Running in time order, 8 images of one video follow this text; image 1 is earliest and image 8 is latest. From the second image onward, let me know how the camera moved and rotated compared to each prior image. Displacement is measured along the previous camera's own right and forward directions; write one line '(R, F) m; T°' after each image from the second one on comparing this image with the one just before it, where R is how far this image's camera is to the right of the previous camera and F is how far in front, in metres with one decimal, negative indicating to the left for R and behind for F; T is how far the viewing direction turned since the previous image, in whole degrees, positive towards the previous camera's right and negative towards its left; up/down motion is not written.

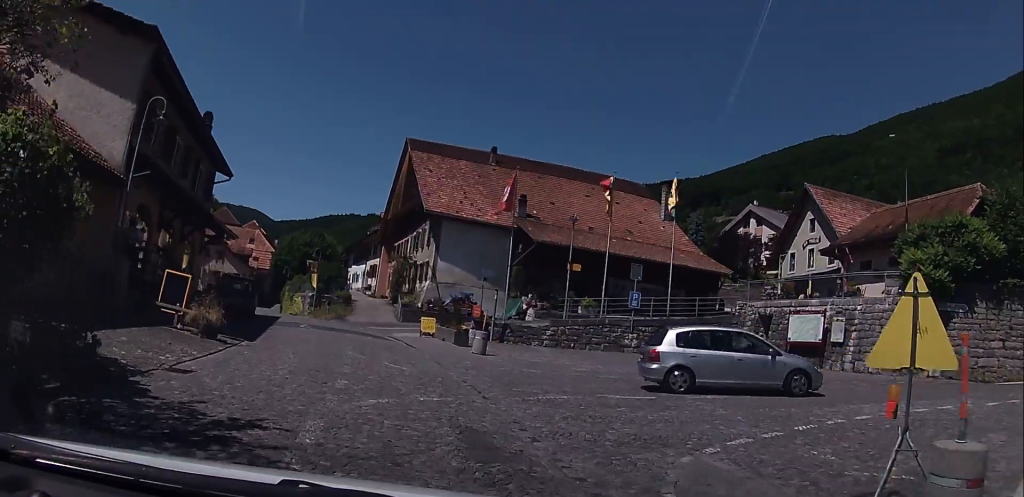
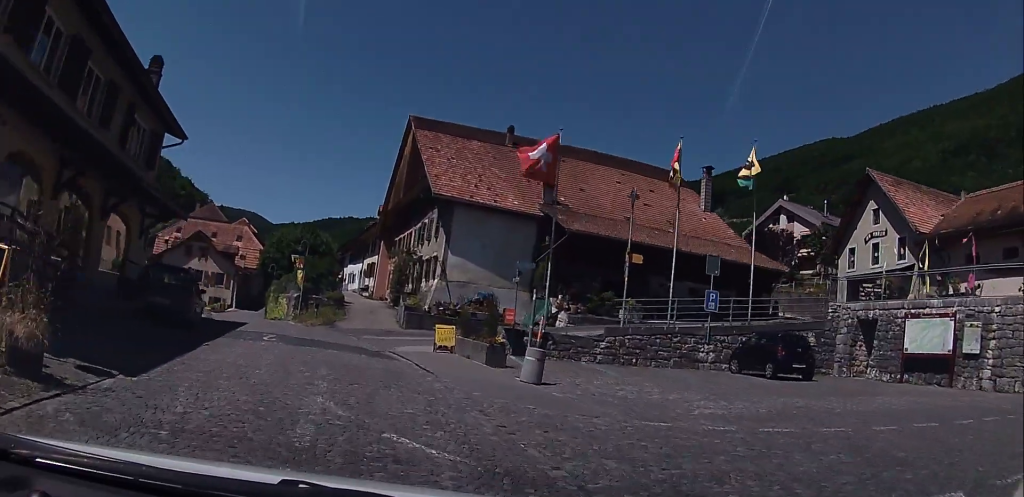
(0.0, +7.7) m; 0°
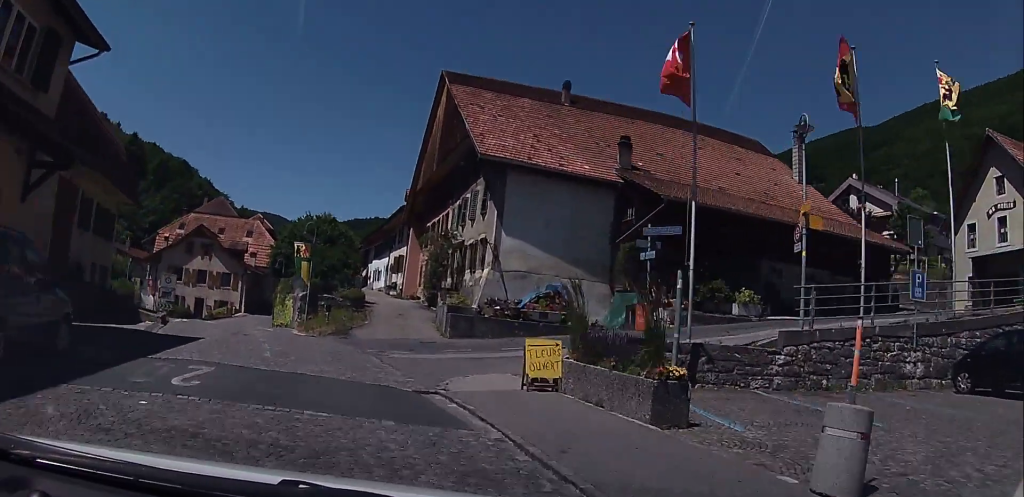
(-0.4, +9.4) m; -7°
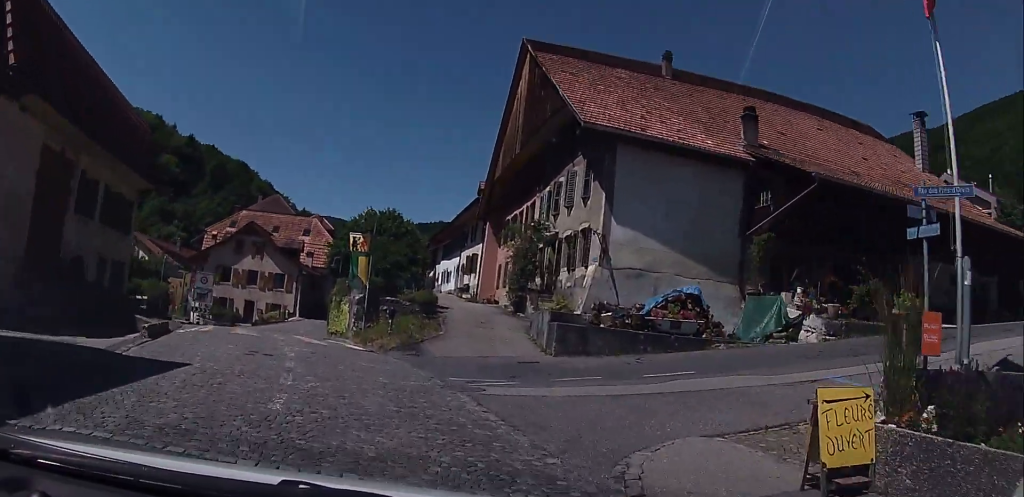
(-0.3, +6.0) m; -4°
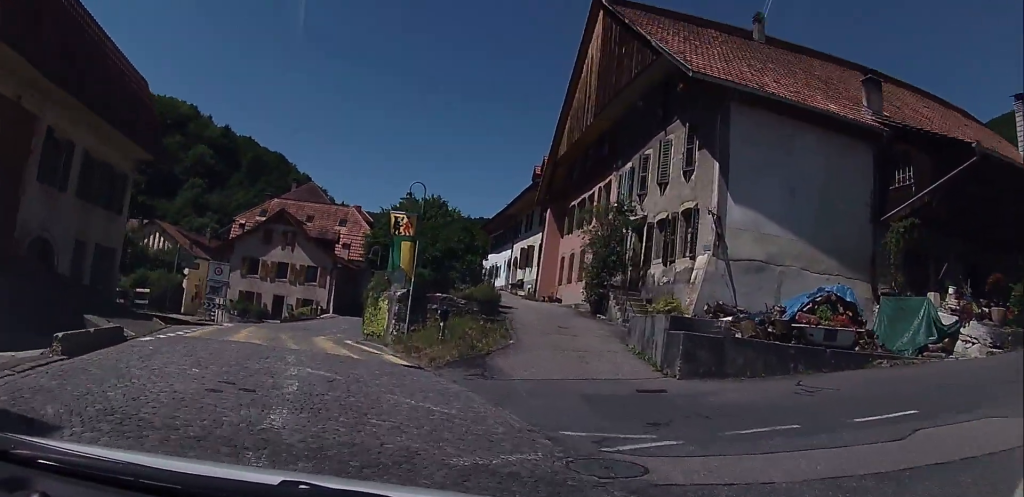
(0.0, +5.2) m; -4°
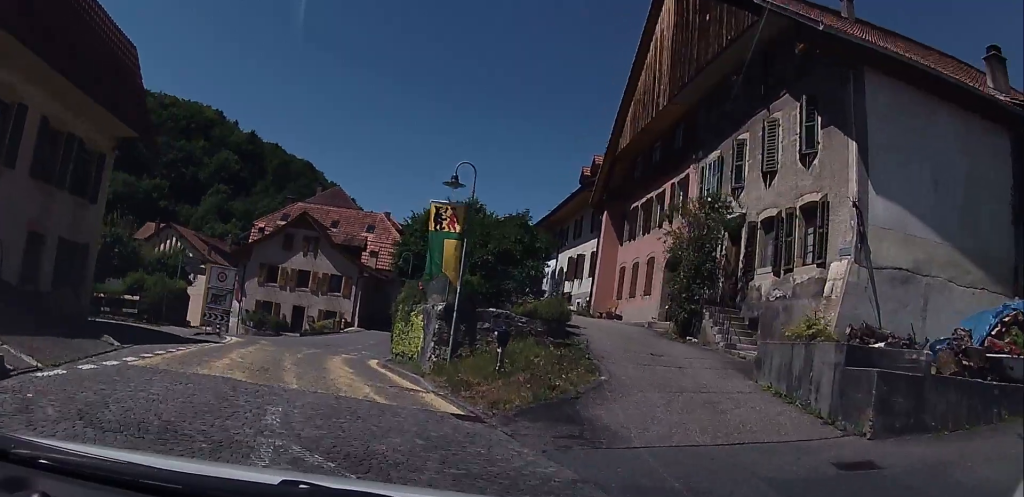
(-0.3, +4.6) m; -4°
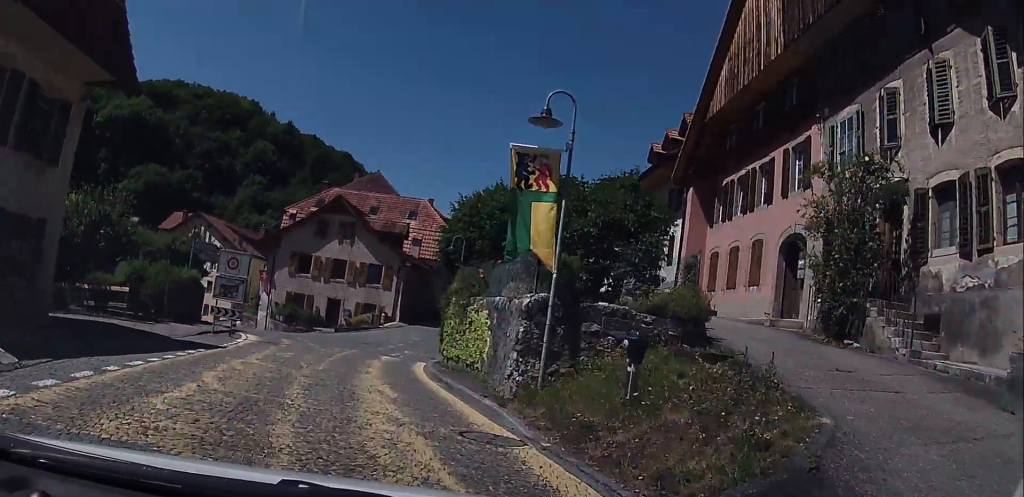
(-0.2, +4.9) m; -1°
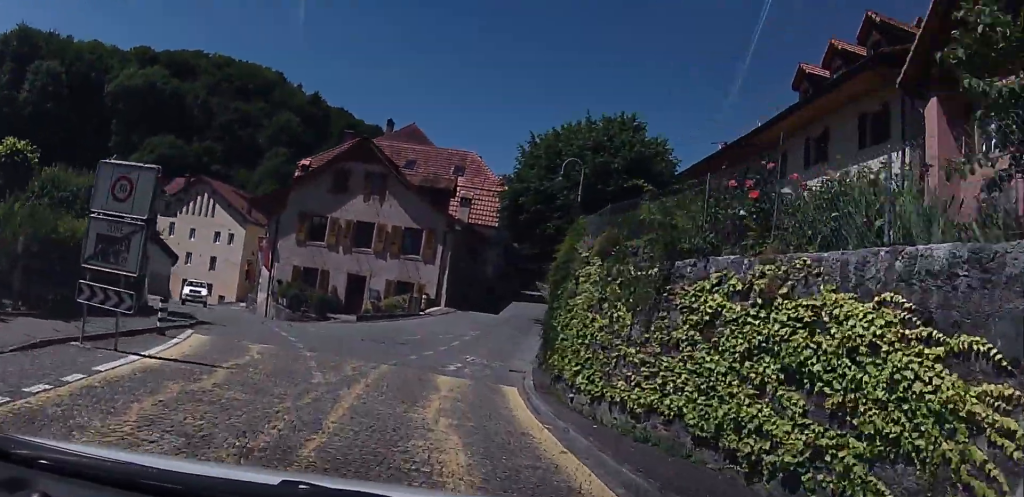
(+0.1, +11.7) m; +1°
